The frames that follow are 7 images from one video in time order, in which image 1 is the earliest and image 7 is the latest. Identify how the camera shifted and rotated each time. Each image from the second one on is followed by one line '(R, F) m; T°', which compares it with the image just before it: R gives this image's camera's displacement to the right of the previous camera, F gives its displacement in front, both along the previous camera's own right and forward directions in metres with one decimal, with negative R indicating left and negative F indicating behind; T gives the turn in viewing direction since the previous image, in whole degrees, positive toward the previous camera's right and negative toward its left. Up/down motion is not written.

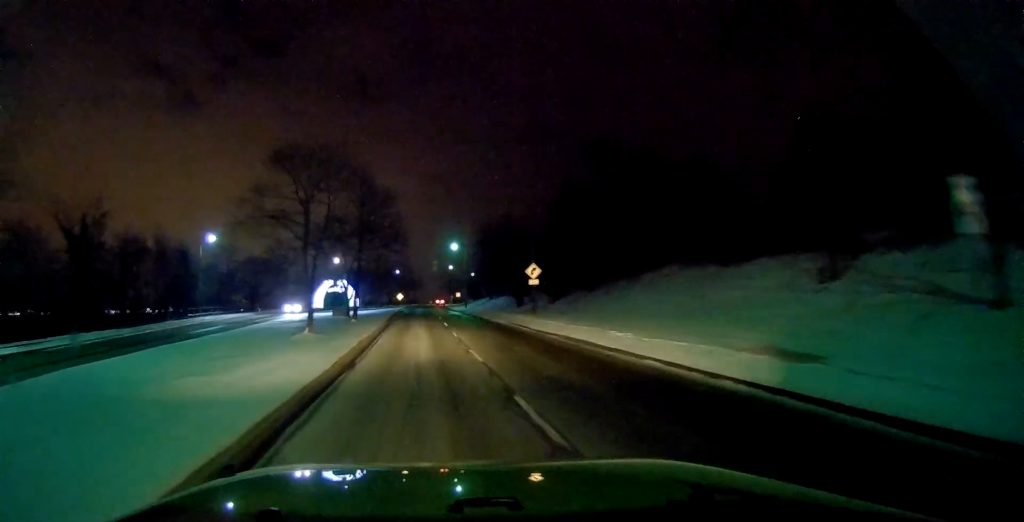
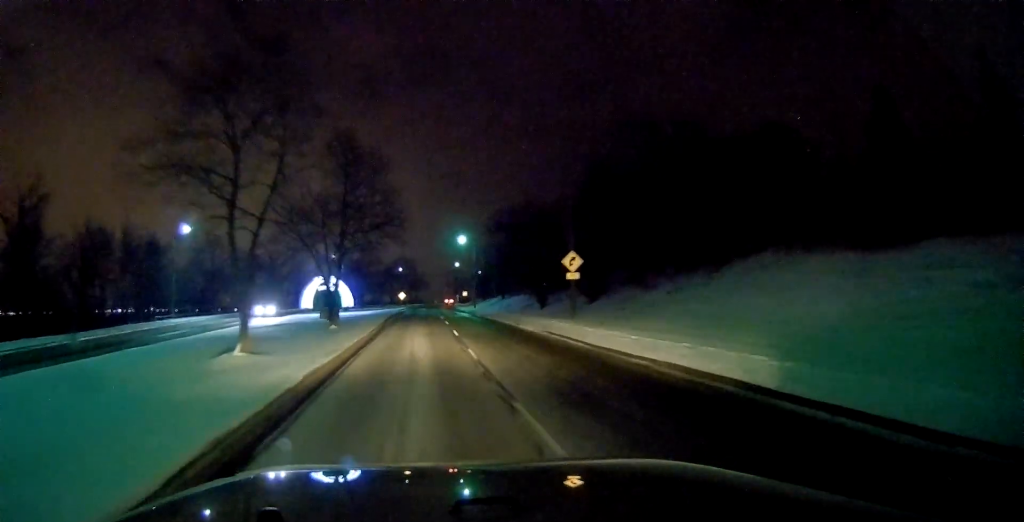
(-0.1, +9.2) m; +1°
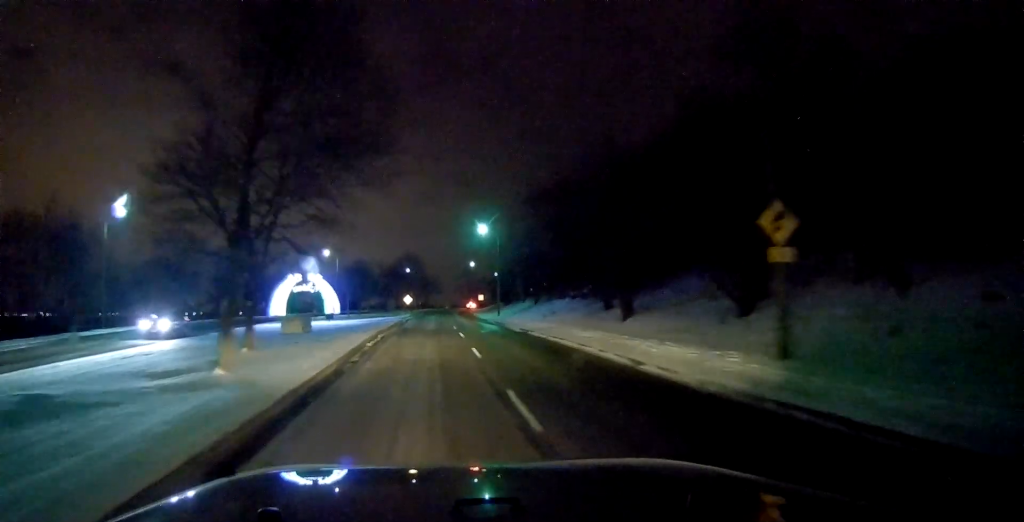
(+0.9, +16.6) m; +2°
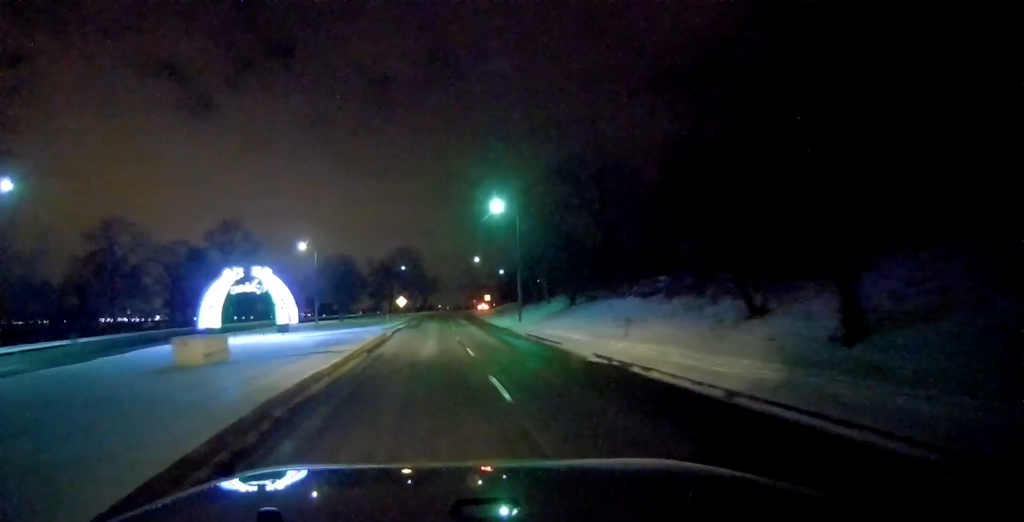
(-1.0, +15.2) m; -4°
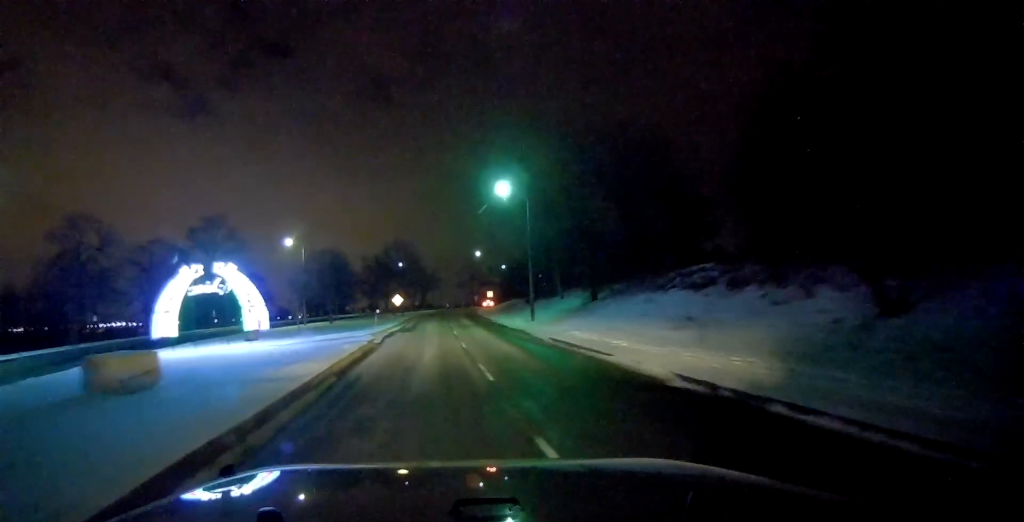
(0.0, +6.1) m; 0°
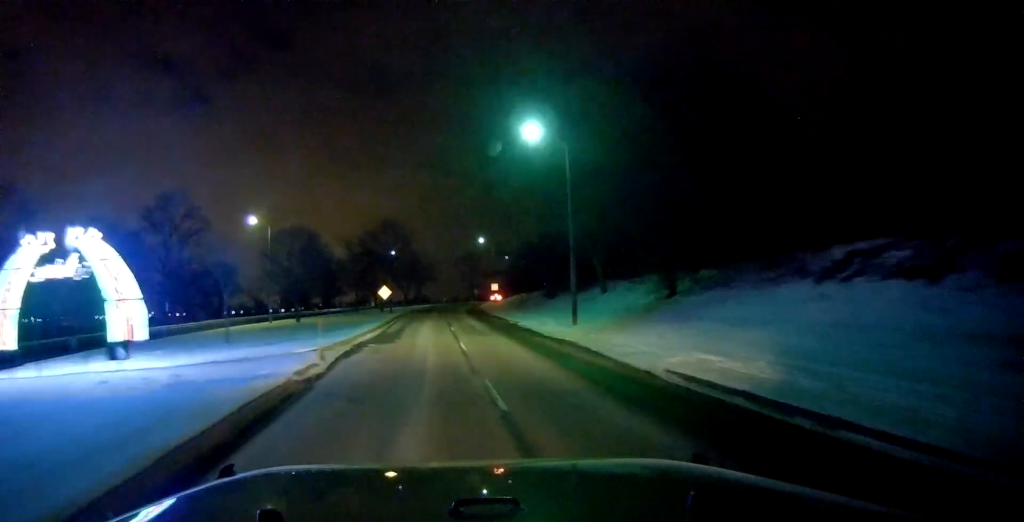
(0.0, +12.7) m; 0°
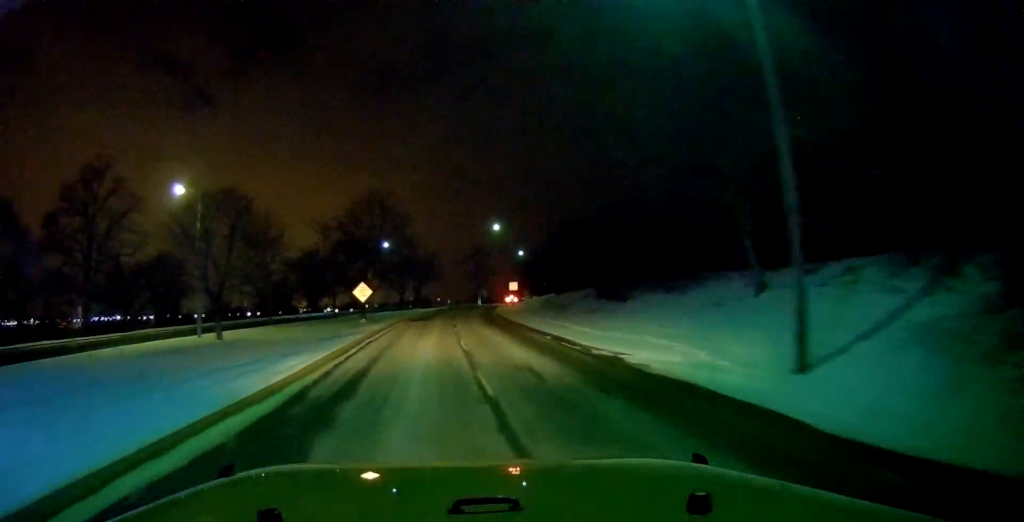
(0.0, +17.2) m; +1°
